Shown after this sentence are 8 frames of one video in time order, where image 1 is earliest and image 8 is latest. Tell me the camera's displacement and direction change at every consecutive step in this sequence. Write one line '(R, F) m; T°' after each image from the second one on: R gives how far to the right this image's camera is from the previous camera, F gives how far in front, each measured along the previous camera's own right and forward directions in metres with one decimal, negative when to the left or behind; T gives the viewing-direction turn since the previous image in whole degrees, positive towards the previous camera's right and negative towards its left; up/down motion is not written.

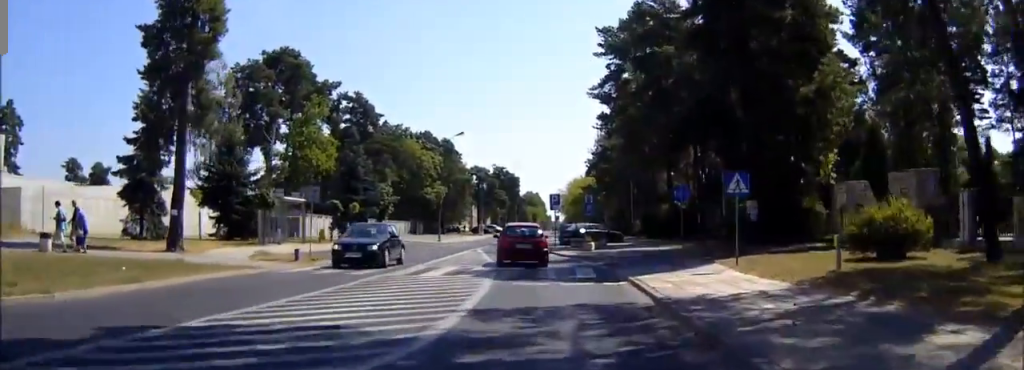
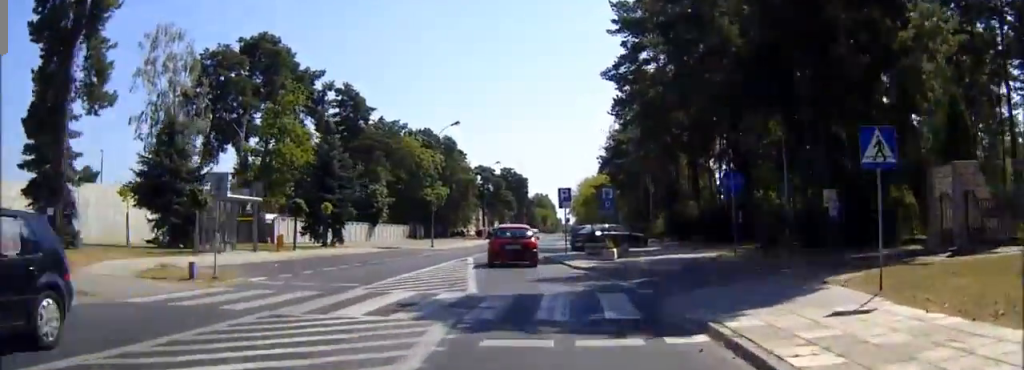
(-0.1, +8.4) m; -1°
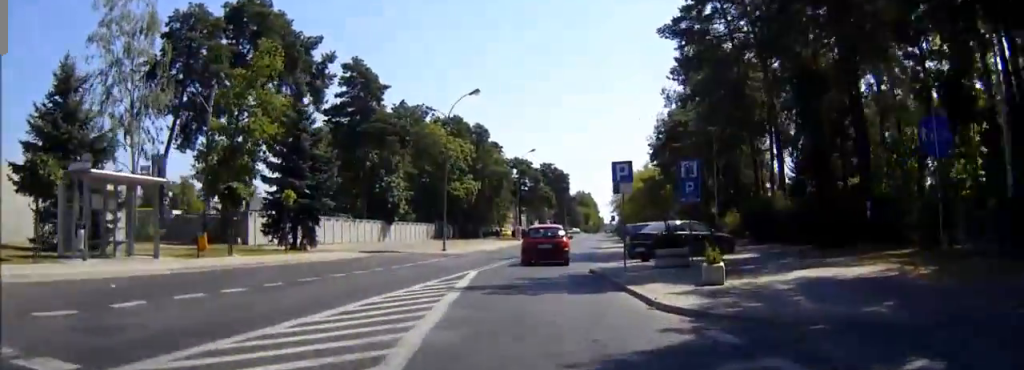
(-0.2, +12.1) m; -2°
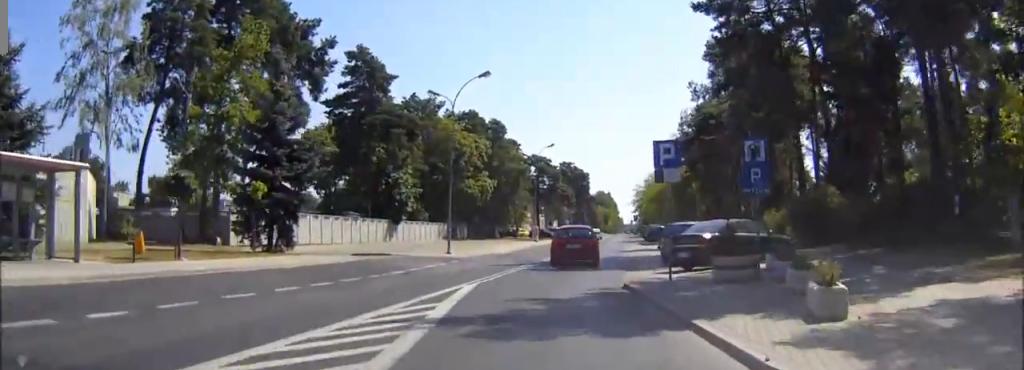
(0.0, +5.3) m; -1°
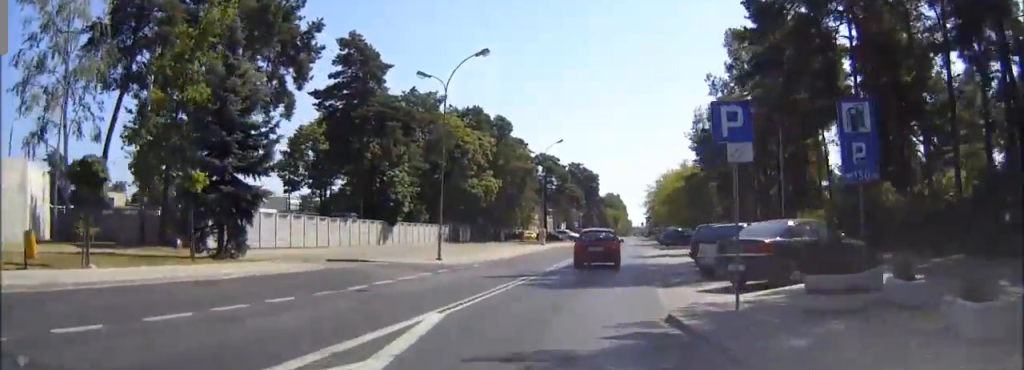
(-0.1, +5.4) m; 0°
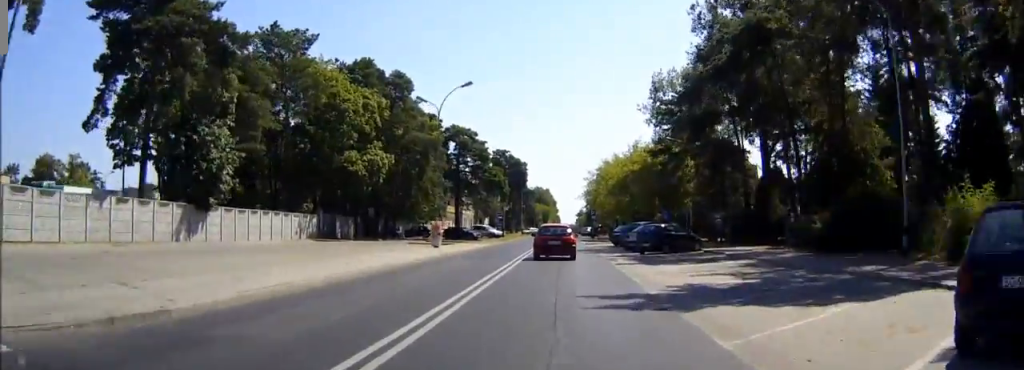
(+0.4, +24.7) m; +3°
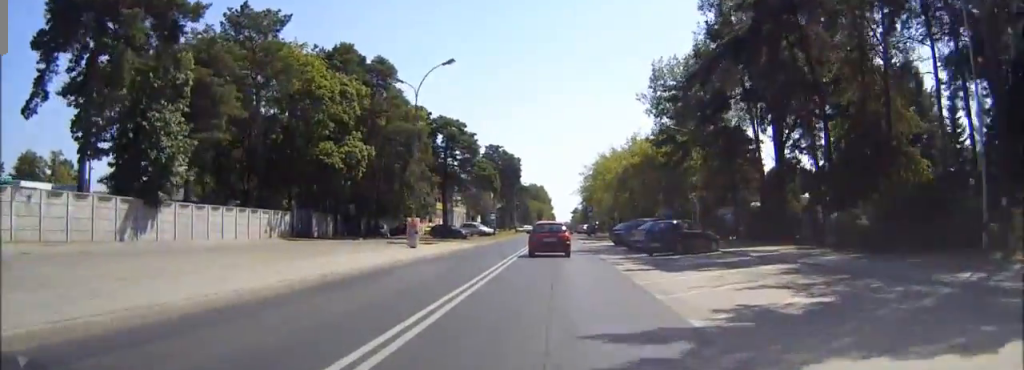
(+0.1, +5.2) m; +1°
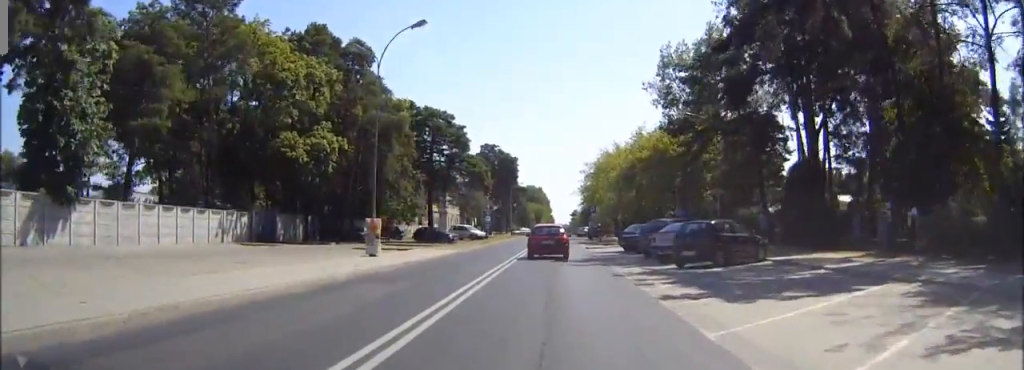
(+0.1, +7.8) m; 0°
